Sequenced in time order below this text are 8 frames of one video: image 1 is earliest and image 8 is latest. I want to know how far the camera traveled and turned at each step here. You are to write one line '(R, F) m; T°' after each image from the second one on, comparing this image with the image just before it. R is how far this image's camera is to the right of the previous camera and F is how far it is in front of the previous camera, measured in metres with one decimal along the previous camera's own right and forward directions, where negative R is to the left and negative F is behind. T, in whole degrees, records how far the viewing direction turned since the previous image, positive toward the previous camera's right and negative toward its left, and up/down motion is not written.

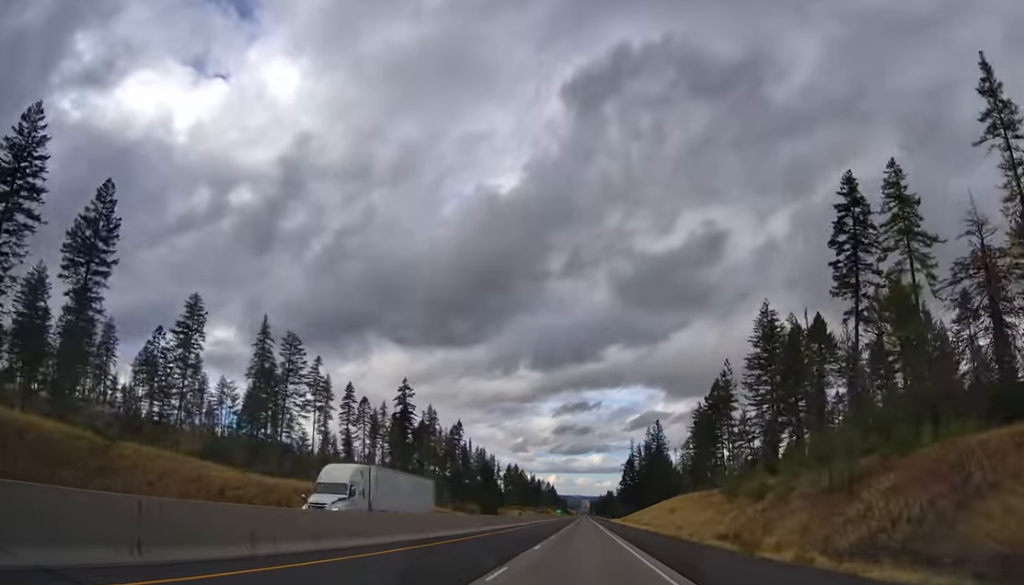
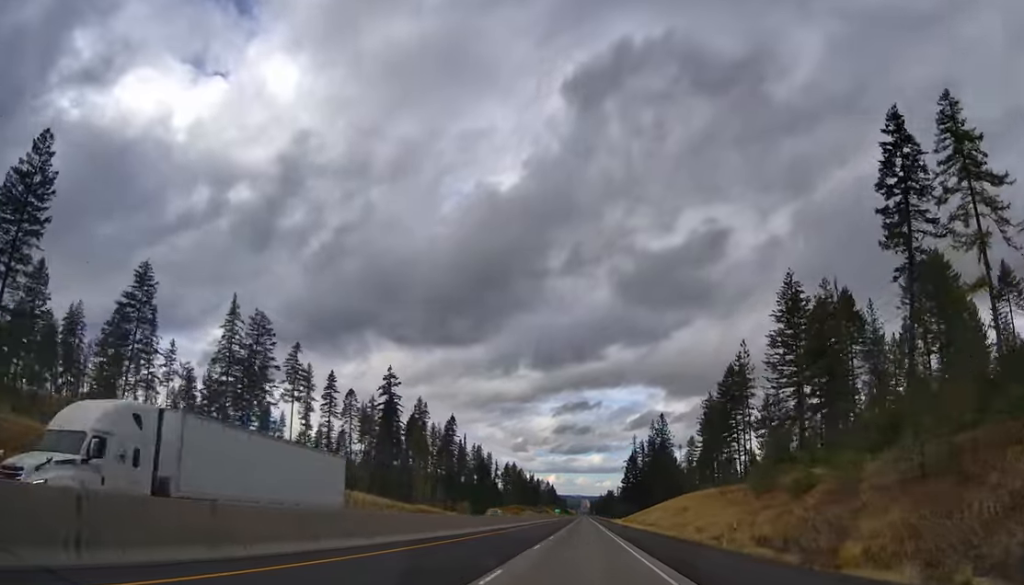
(-0.1, +13.0) m; 0°
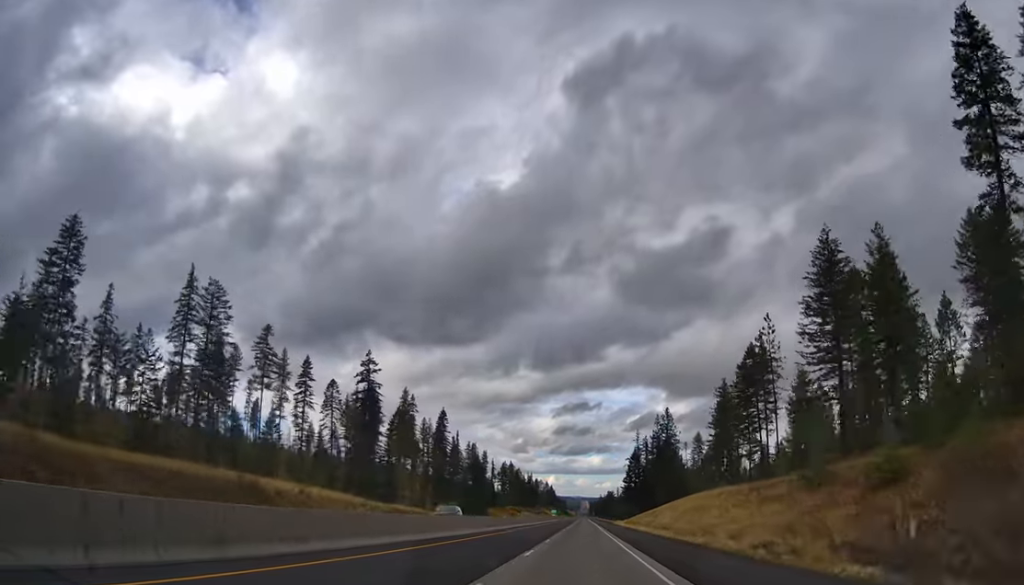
(0.0, +15.1) m; 0°
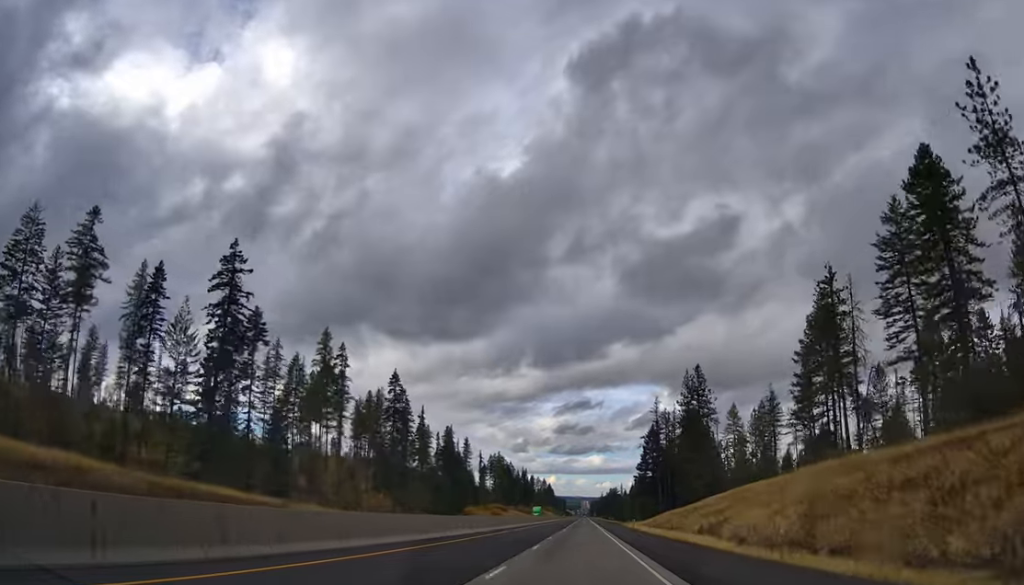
(+1.0, +57.1) m; +1°
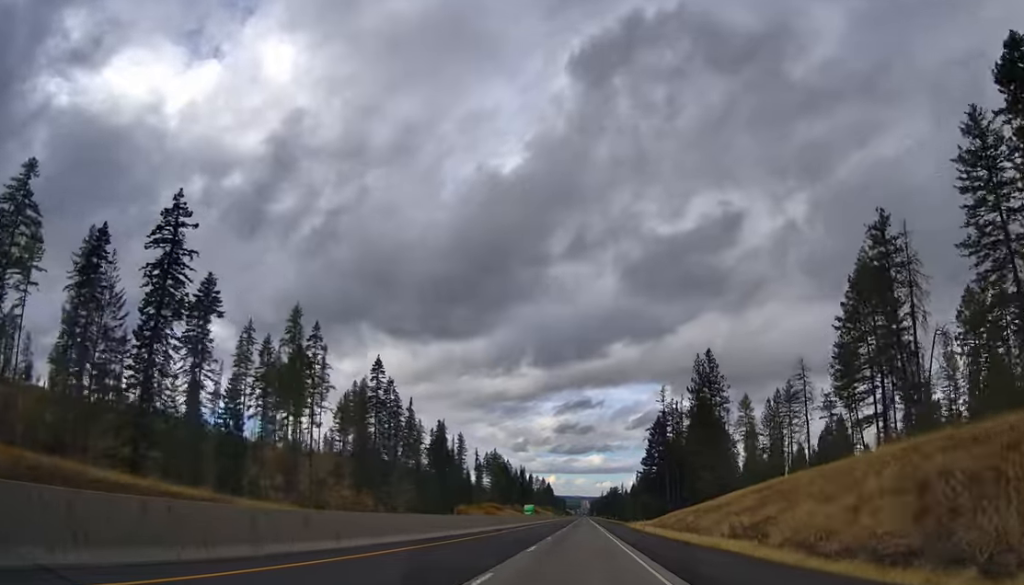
(-0.1, +14.0) m; 0°
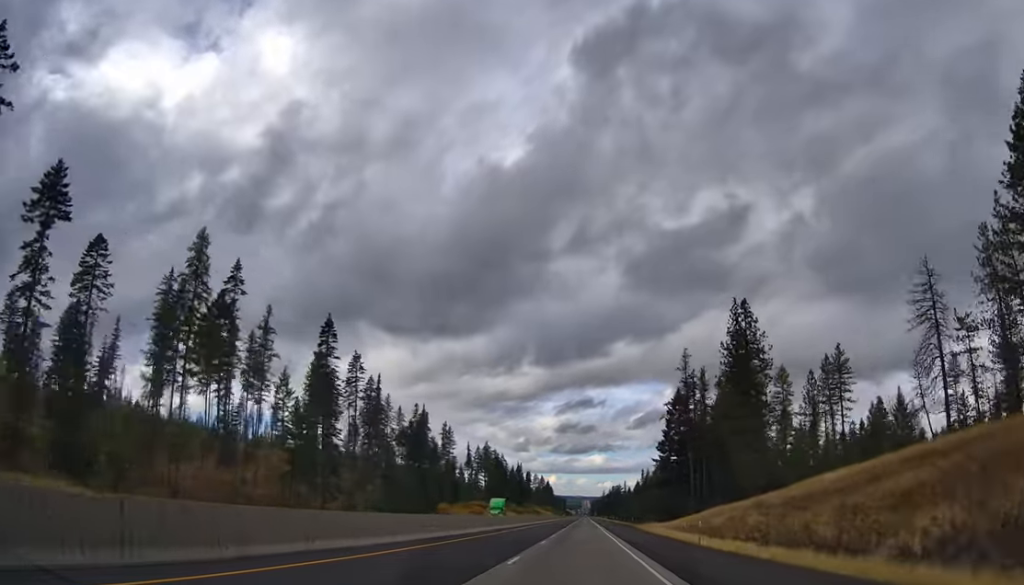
(-0.1, +31.3) m; 0°
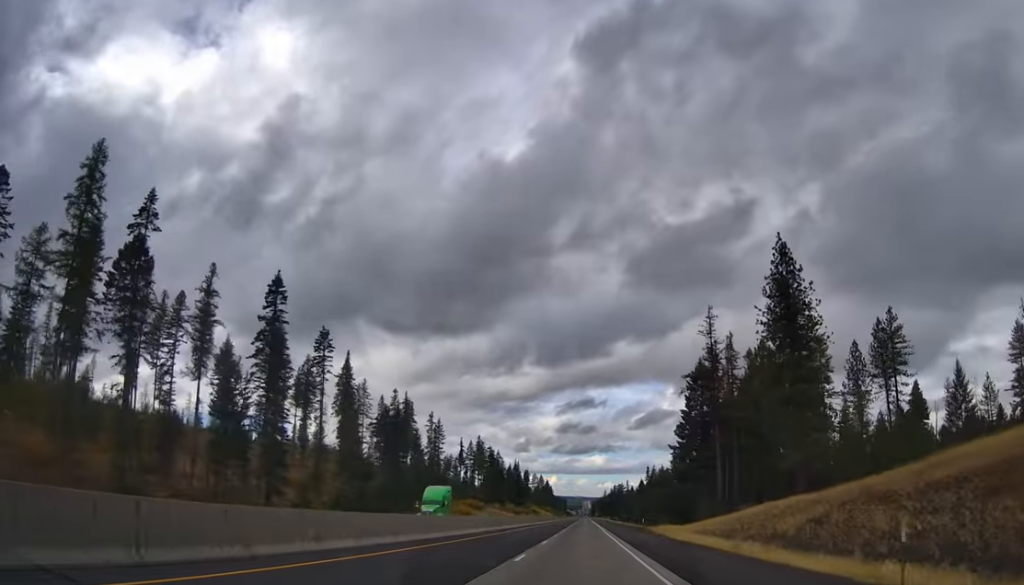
(+0.2, +22.8) m; 0°
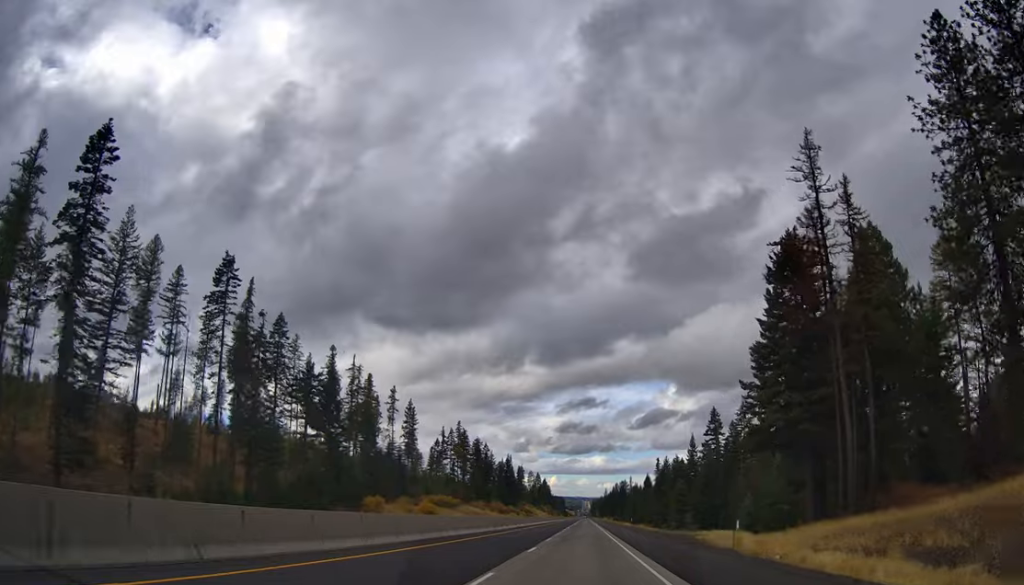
(-0.5, +44.3) m; 0°
